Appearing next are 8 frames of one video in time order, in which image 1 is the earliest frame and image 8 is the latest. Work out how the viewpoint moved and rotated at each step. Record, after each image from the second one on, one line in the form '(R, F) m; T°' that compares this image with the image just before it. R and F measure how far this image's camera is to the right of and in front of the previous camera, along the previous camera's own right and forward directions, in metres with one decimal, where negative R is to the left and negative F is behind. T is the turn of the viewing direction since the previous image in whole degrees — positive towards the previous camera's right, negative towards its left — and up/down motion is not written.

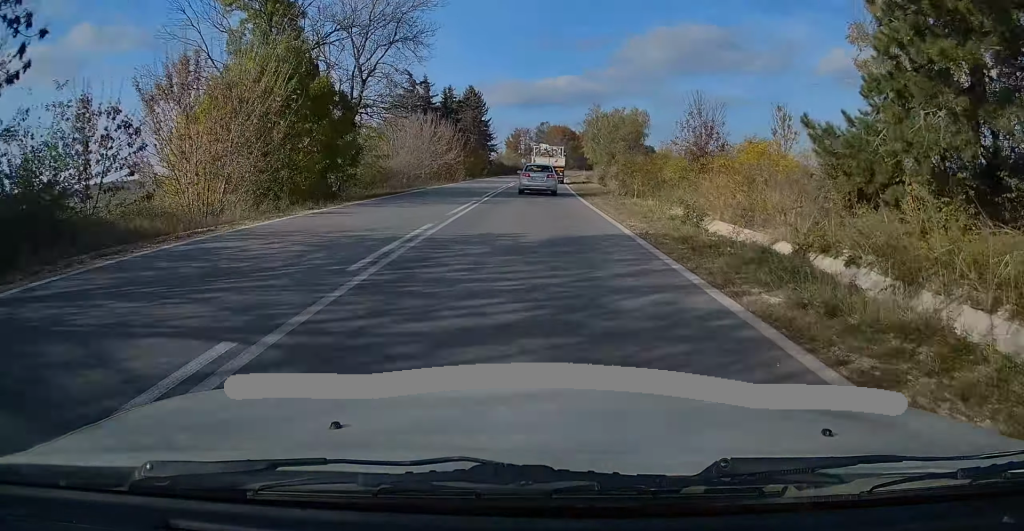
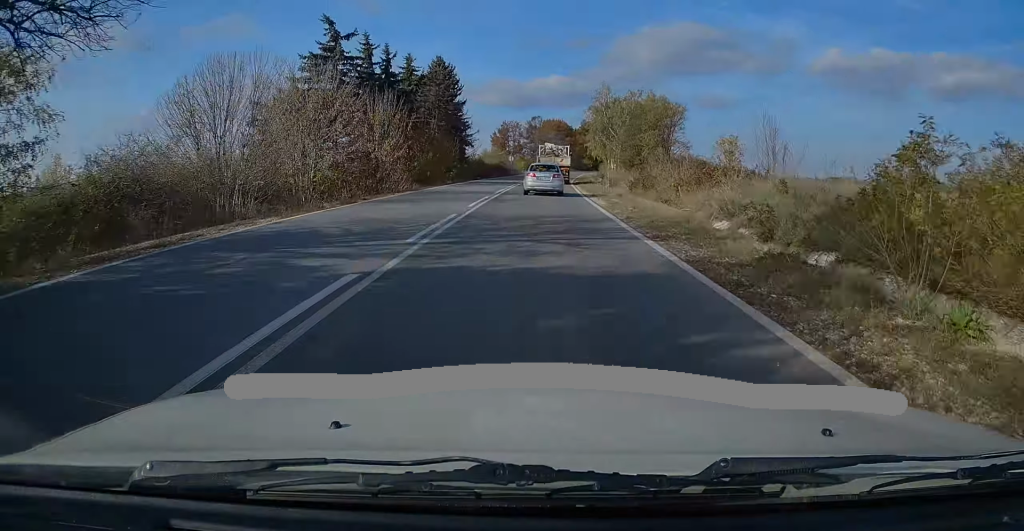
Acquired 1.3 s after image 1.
(+0.4, +23.8) m; +1°
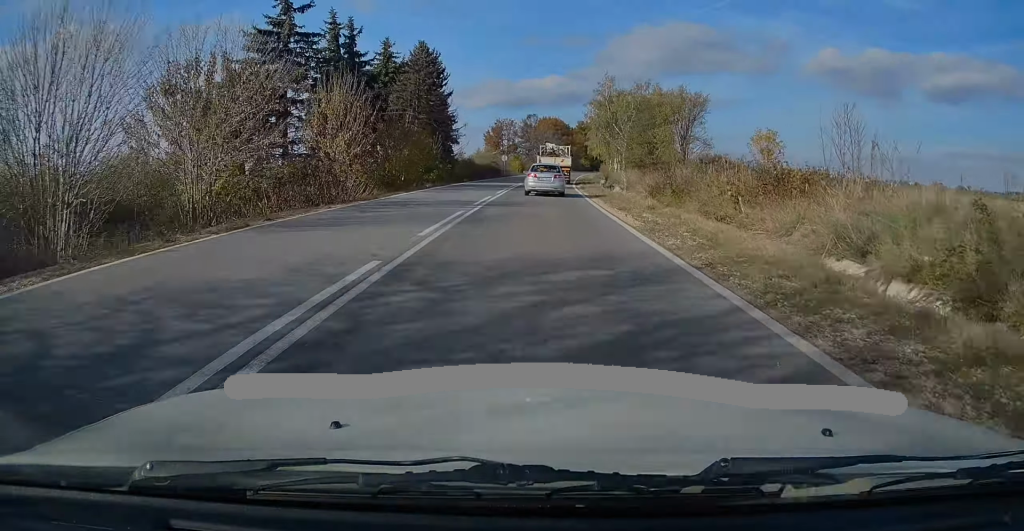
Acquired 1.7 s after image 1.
(+0.1, +7.9) m; 0°
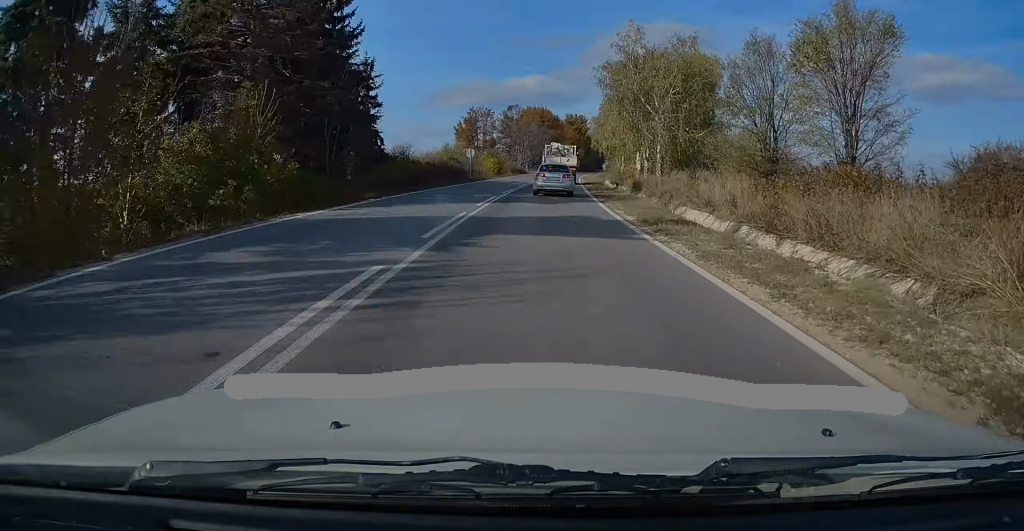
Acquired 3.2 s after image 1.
(+0.2, +27.1) m; +1°
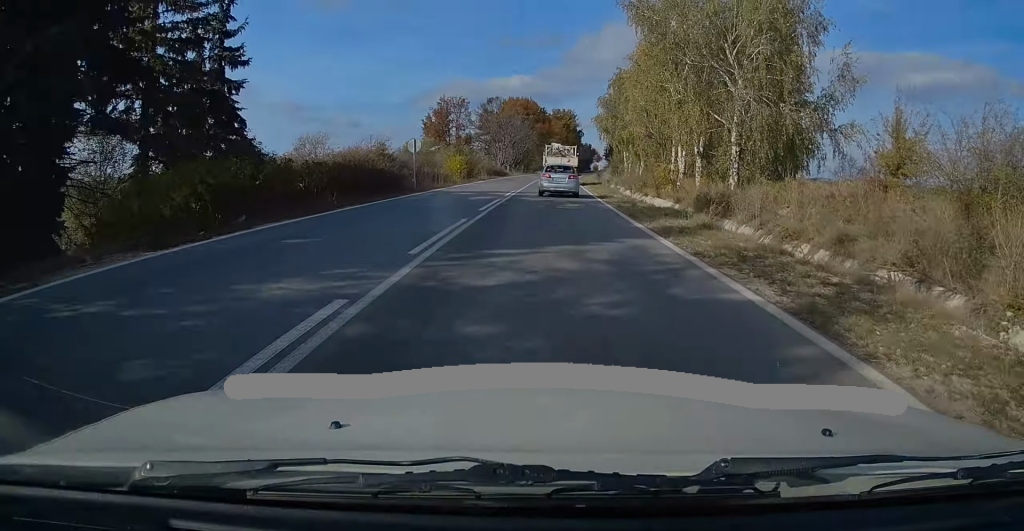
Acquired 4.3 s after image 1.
(+0.3, +19.7) m; +2°
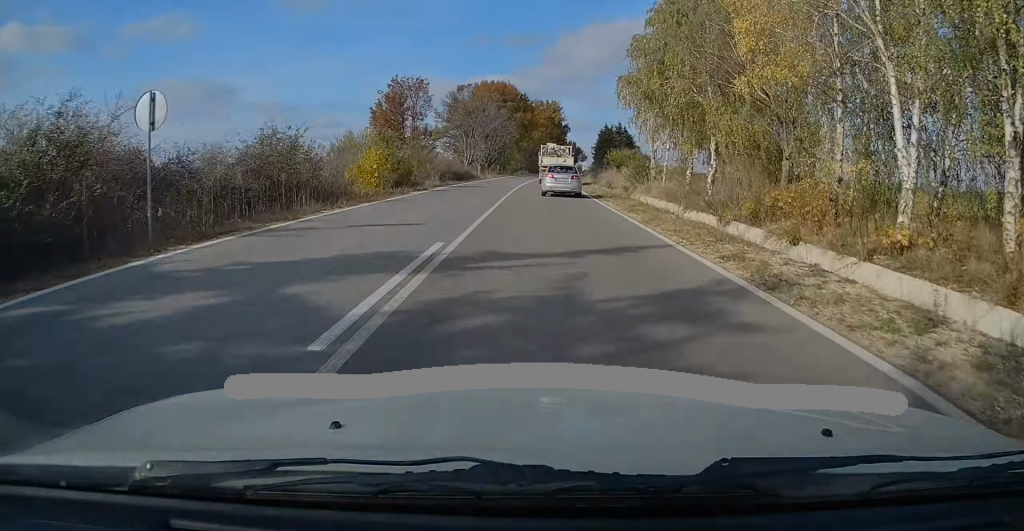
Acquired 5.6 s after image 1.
(+0.4, +22.5) m; +2°
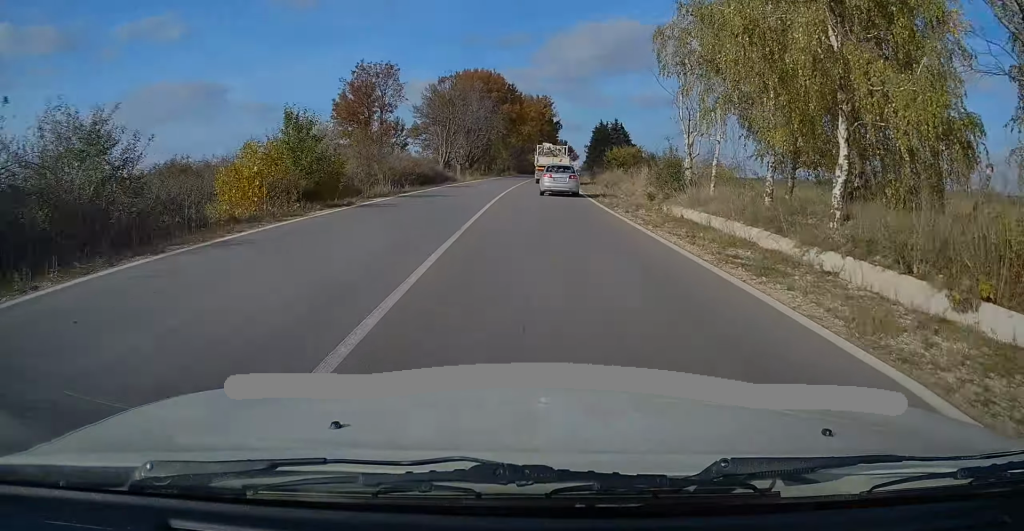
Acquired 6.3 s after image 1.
(+0.1, +11.8) m; +1°
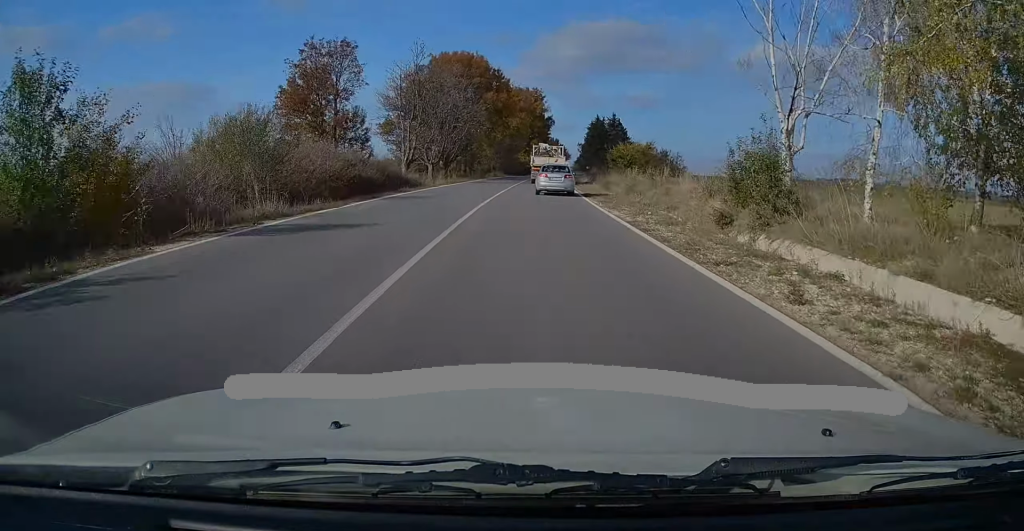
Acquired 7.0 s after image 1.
(0.0, +12.9) m; +1°
